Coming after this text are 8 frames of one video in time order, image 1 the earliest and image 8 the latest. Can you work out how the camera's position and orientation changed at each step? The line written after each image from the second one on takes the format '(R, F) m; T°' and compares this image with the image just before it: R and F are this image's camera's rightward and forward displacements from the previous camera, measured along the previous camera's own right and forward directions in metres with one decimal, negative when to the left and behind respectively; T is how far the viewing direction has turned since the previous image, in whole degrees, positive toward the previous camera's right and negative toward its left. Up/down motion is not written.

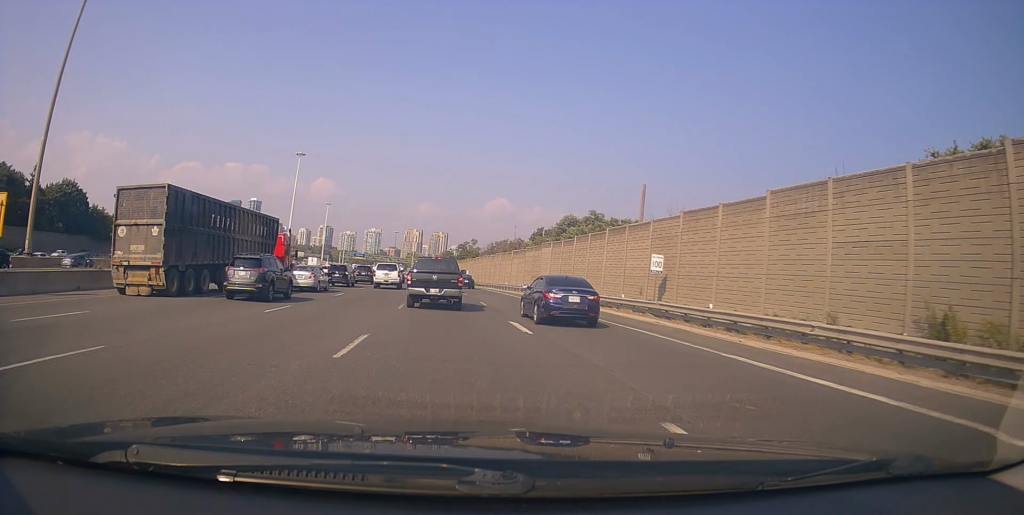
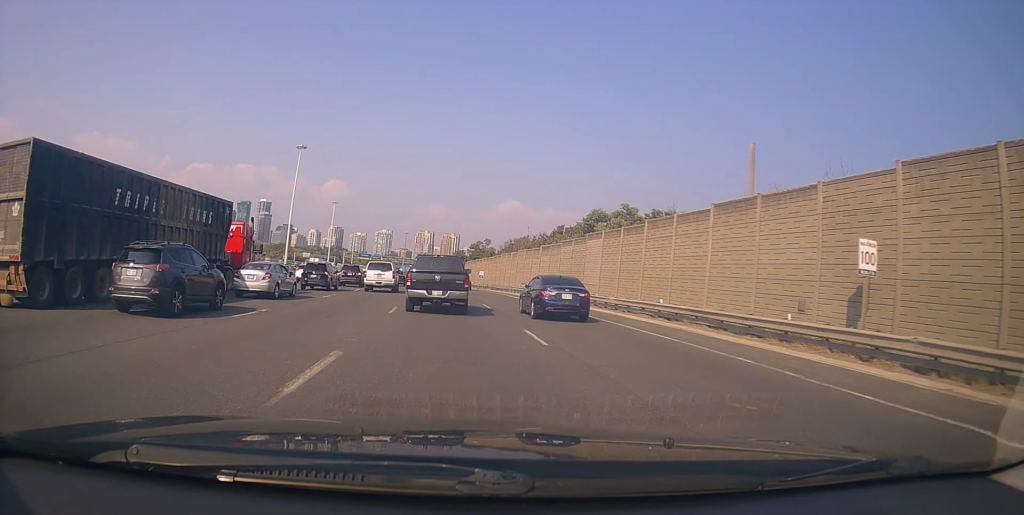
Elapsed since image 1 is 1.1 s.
(-0.7, +14.9) m; -3°
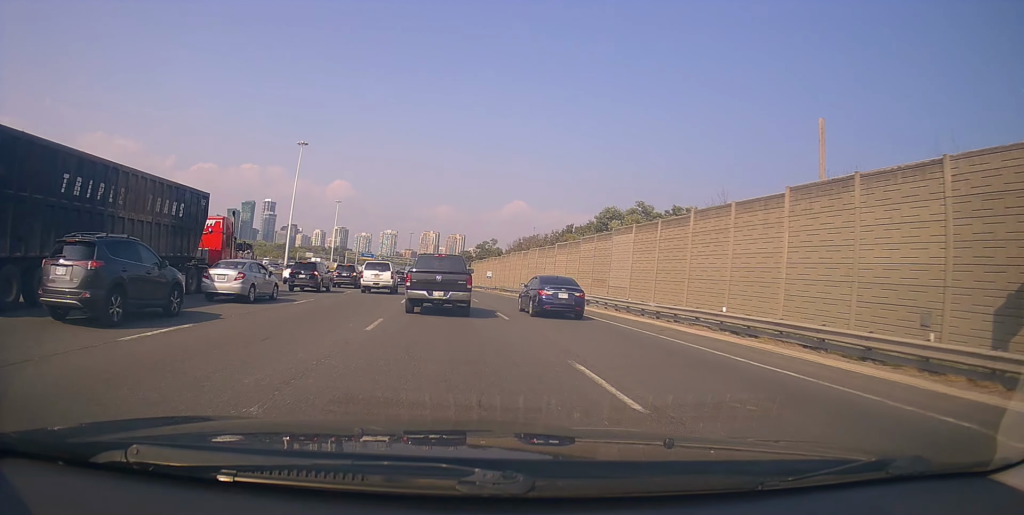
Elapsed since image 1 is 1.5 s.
(0.0, +5.6) m; 0°
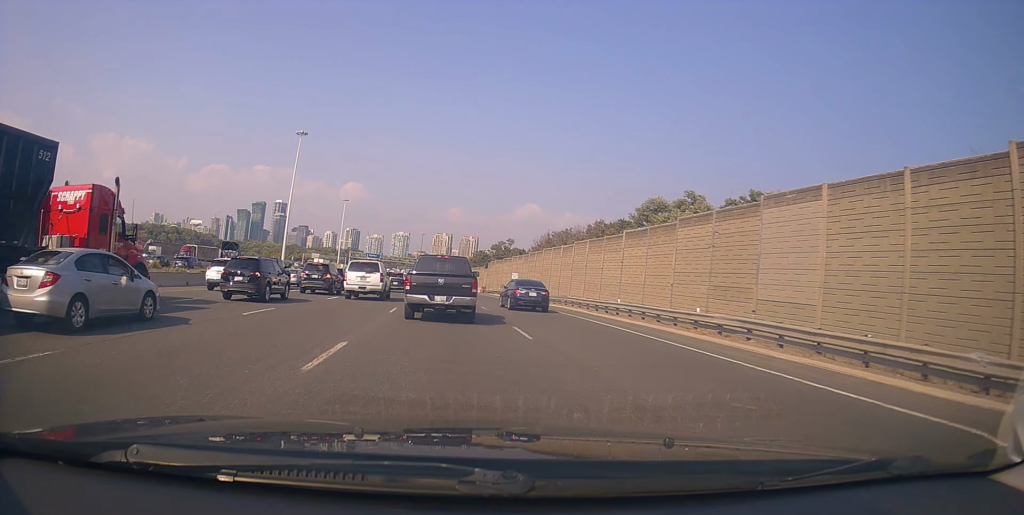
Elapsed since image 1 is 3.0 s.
(+0.1, +17.9) m; 0°
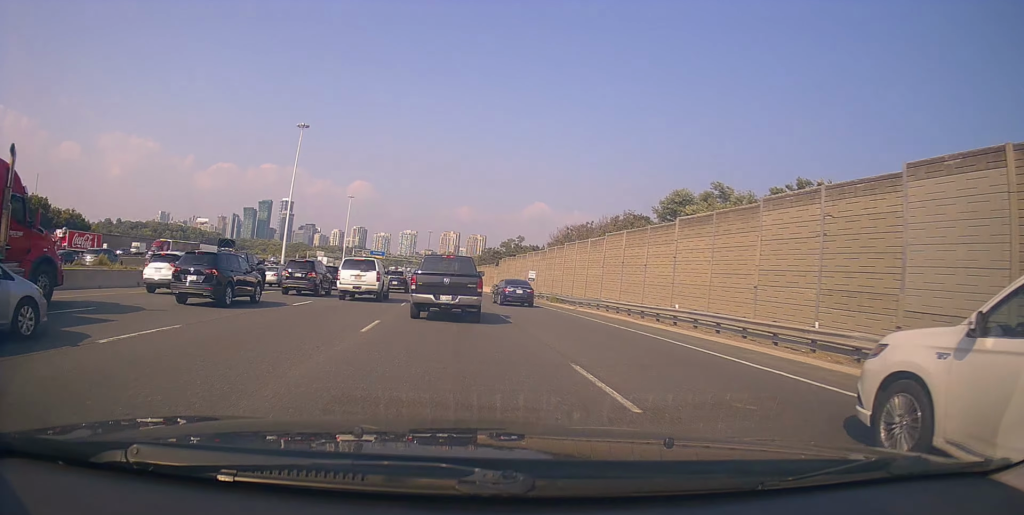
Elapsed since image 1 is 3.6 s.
(0.0, +7.3) m; -3°
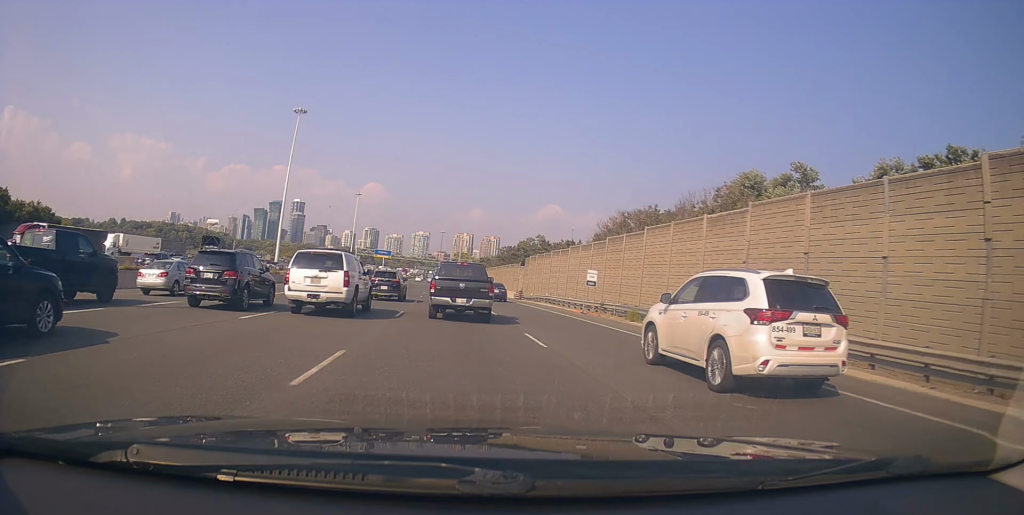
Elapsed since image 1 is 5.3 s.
(-1.1, +17.6) m; -3°
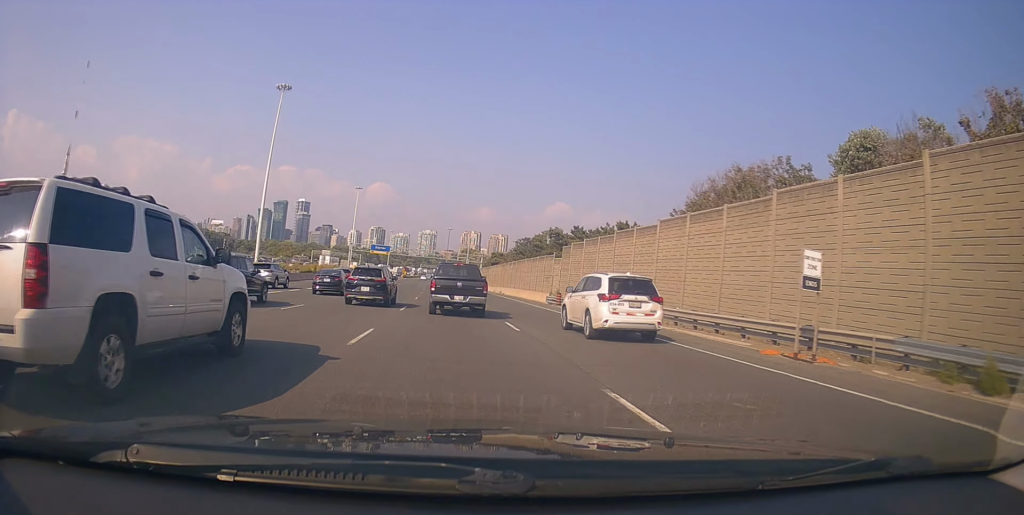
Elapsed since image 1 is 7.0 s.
(+0.8, +18.9) m; +2°
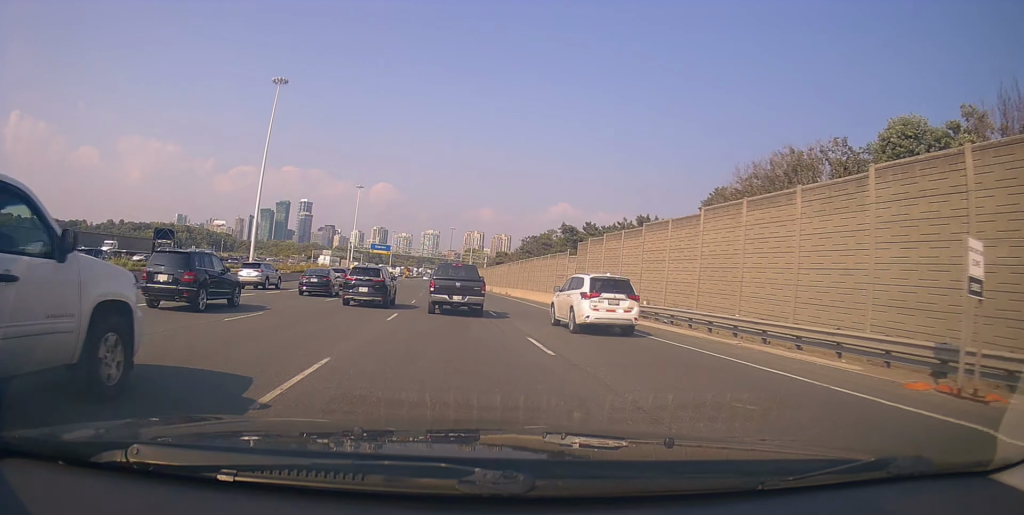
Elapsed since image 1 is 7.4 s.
(0.0, +4.9) m; -1°
